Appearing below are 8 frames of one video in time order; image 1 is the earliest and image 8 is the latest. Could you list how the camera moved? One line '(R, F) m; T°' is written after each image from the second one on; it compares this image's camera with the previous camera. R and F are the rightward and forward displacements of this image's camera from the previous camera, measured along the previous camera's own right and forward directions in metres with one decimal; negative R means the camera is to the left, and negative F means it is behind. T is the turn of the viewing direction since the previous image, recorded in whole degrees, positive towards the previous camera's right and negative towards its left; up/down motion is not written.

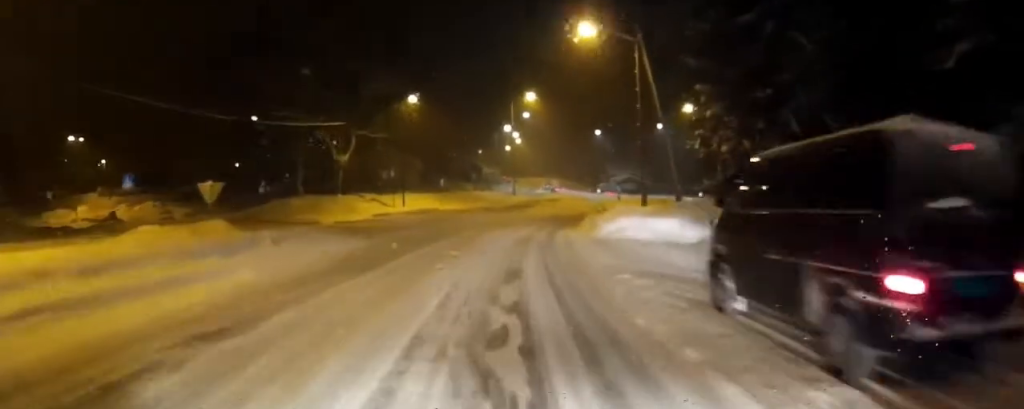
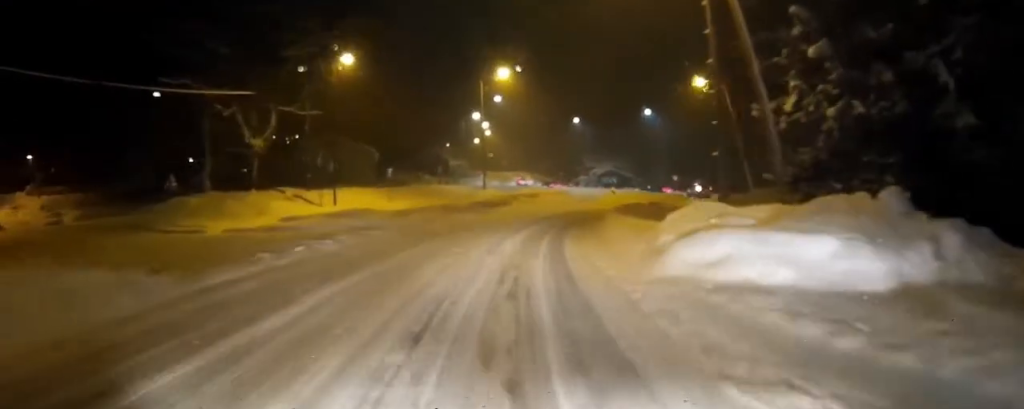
(+0.2, +11.4) m; +3°
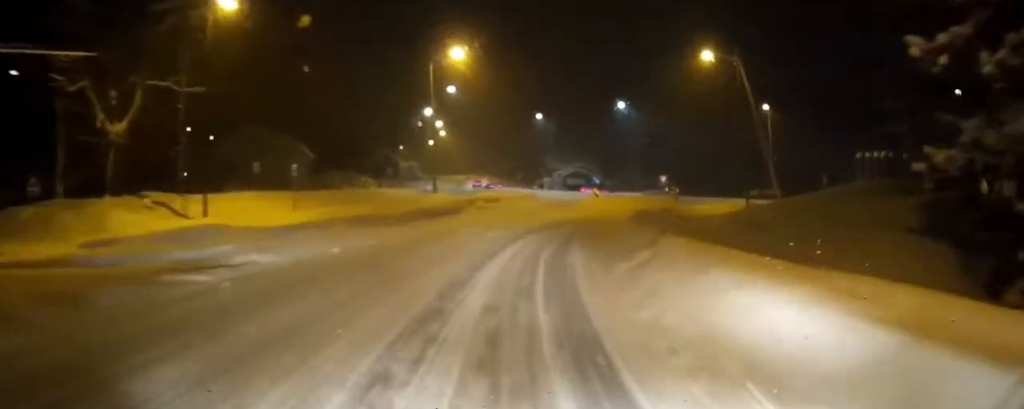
(+0.3, +10.6) m; +4°
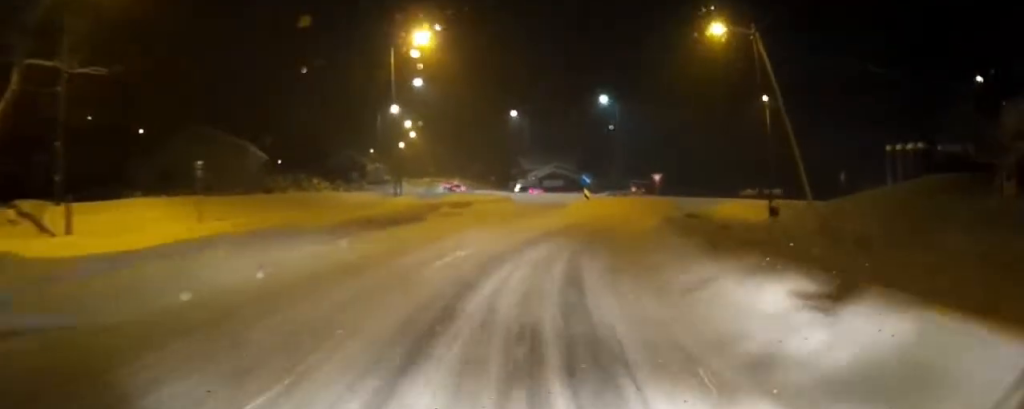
(0.0, +6.3) m; +3°
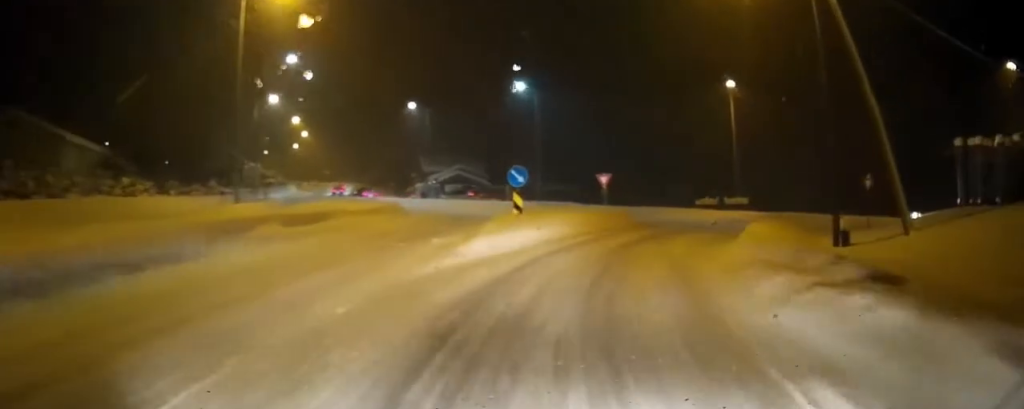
(+1.1, +14.2) m; +10°
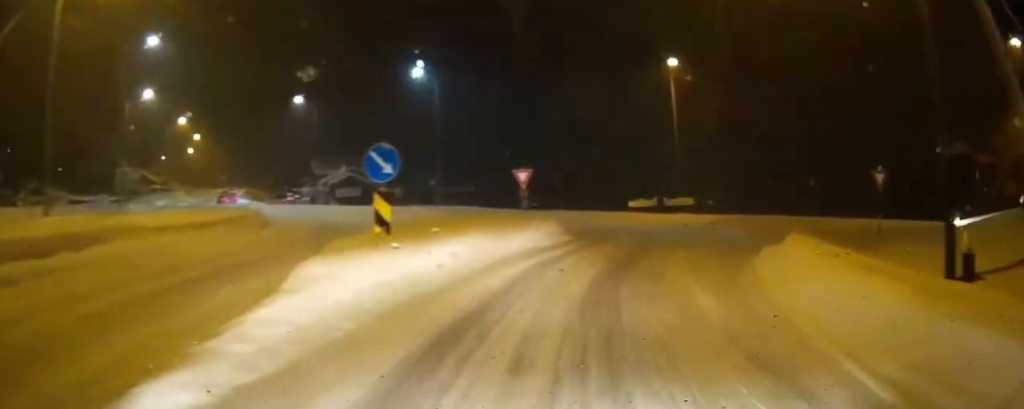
(+0.7, +9.4) m; +7°
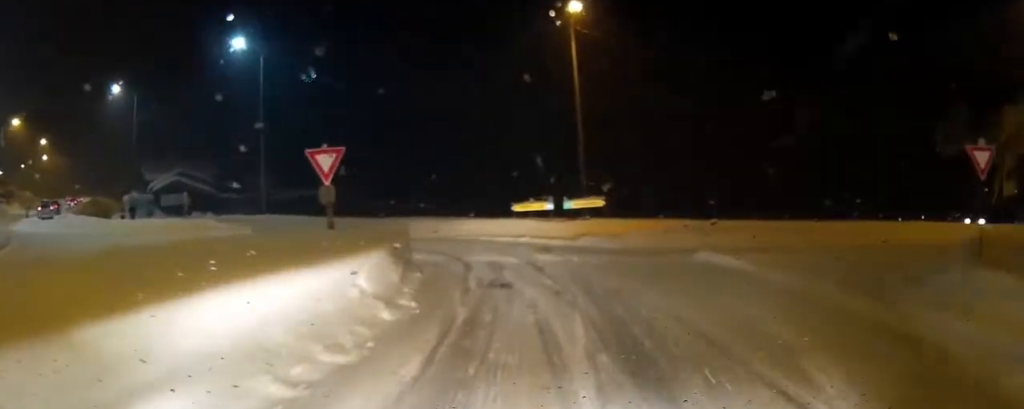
(+1.5, +13.6) m; +14°
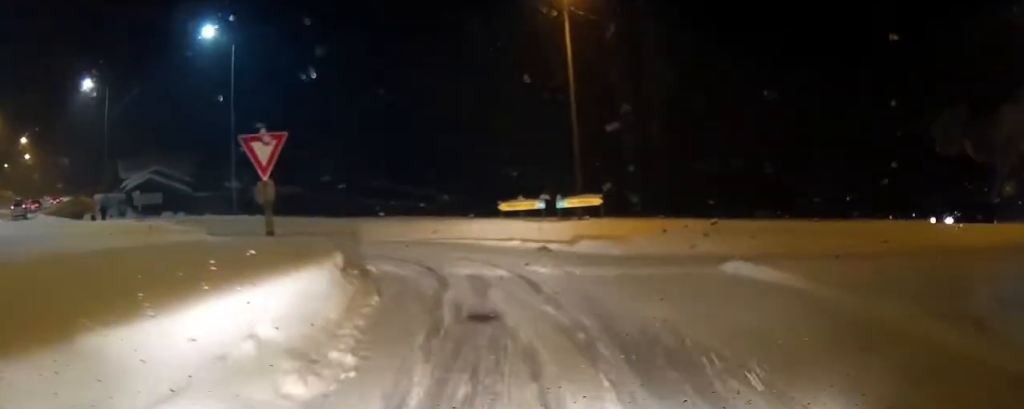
(+0.1, +3.3) m; +4°
